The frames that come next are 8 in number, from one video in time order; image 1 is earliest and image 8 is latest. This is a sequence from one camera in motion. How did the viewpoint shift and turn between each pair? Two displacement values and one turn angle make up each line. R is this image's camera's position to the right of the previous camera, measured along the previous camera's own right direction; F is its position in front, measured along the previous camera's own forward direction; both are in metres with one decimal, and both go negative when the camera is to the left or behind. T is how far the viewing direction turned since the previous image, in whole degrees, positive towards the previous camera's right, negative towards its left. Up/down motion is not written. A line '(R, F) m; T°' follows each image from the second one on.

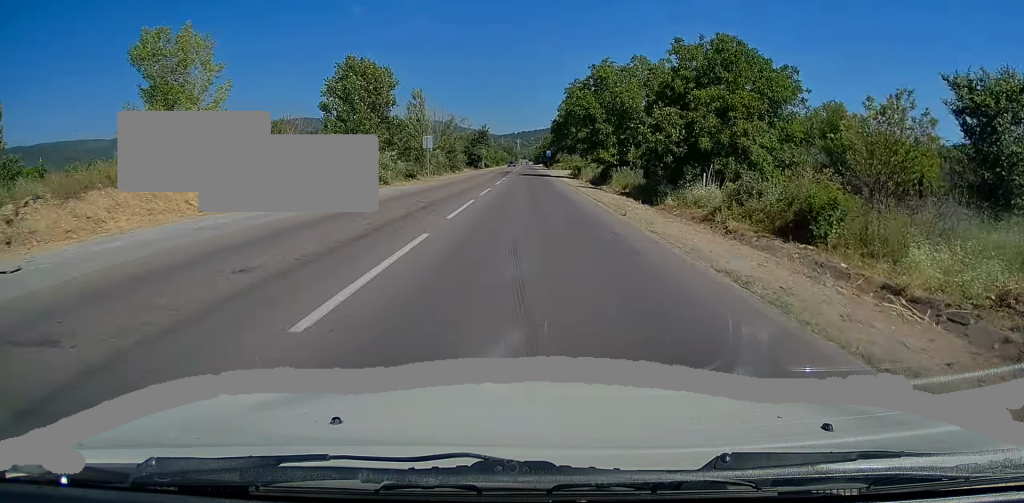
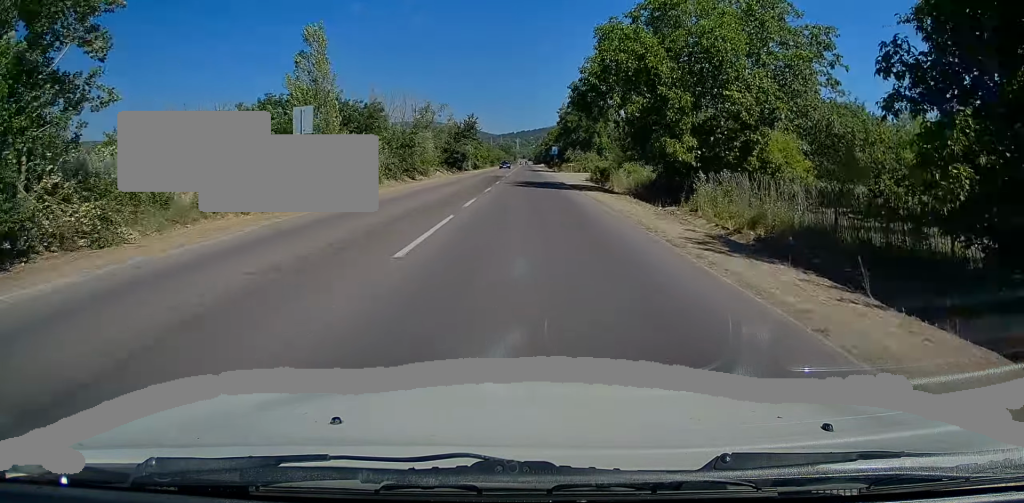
(-0.2, +26.0) m; 0°
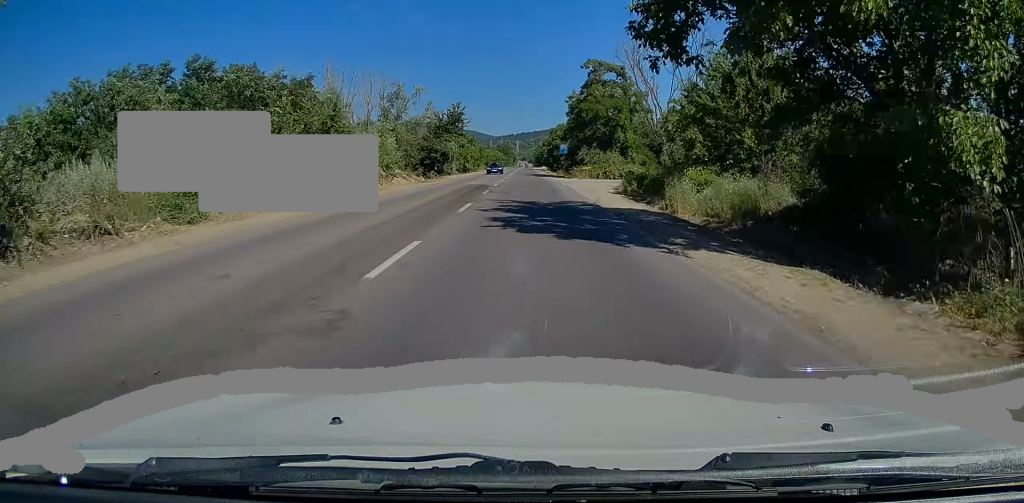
(0.0, +19.5) m; 0°
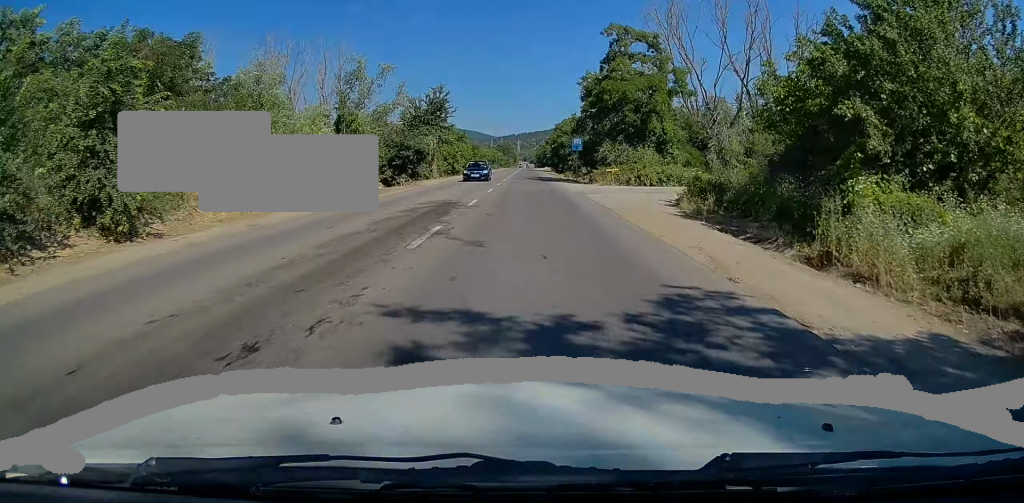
(+0.1, +15.8) m; 0°
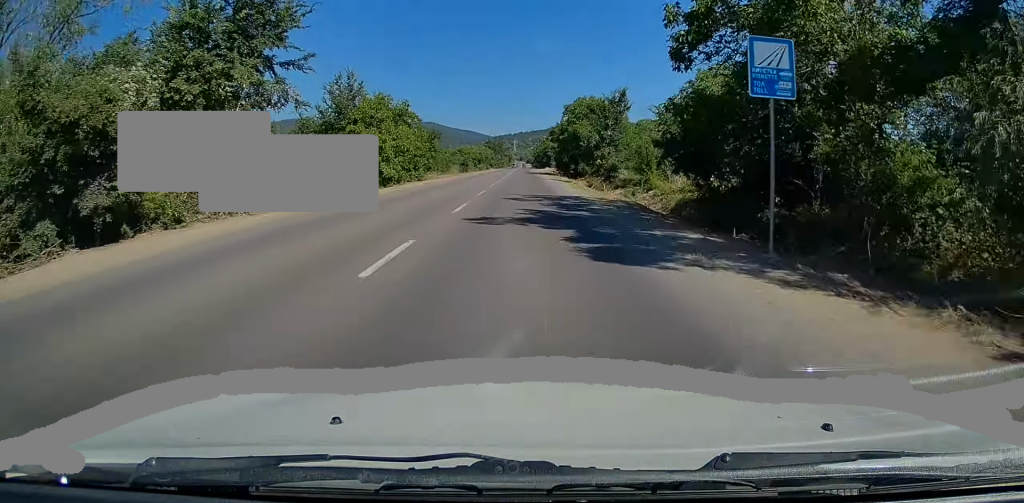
(+0.3, +38.1) m; 0°
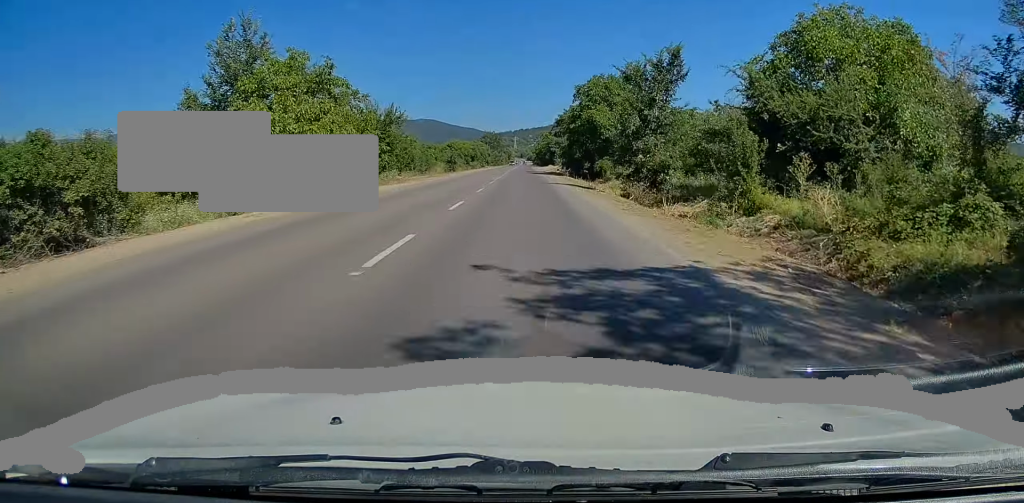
(0.0, +18.1) m; 0°
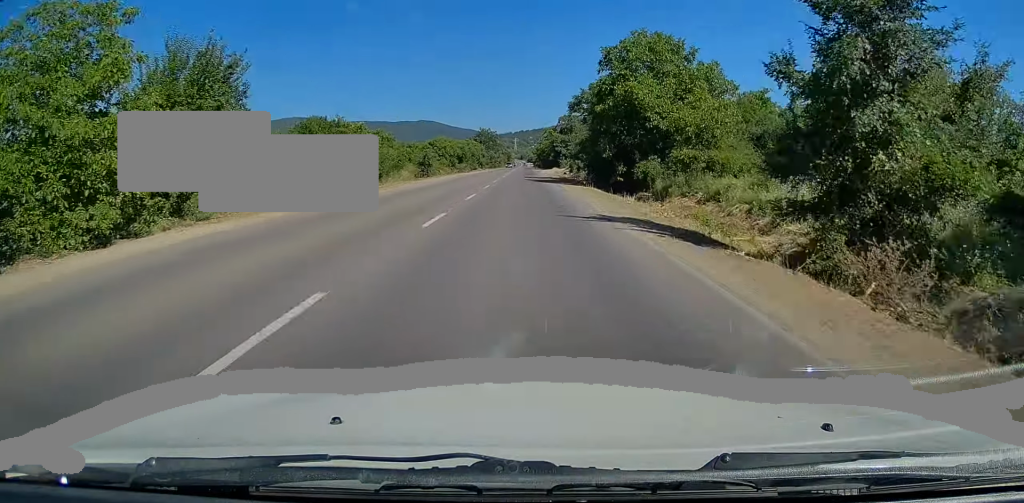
(-0.1, +22.2) m; 0°
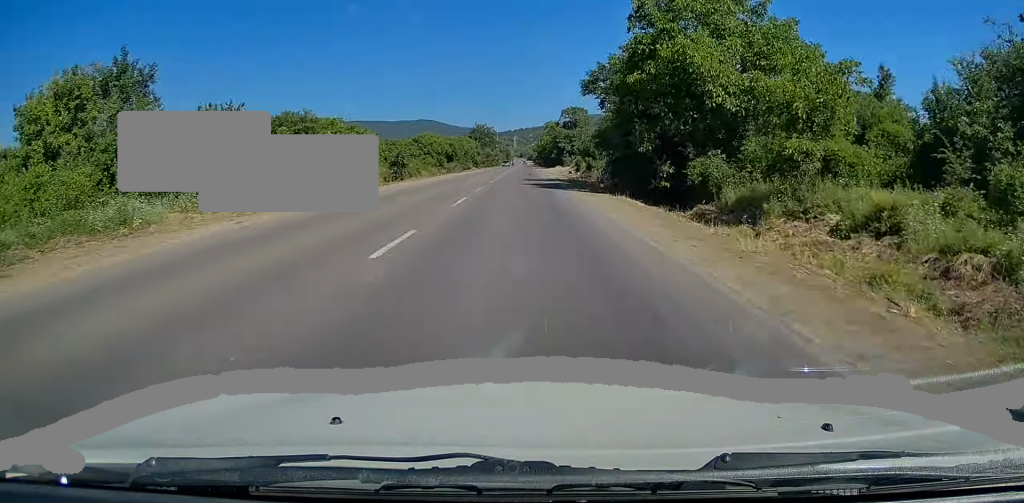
(-0.1, +12.7) m; 0°
